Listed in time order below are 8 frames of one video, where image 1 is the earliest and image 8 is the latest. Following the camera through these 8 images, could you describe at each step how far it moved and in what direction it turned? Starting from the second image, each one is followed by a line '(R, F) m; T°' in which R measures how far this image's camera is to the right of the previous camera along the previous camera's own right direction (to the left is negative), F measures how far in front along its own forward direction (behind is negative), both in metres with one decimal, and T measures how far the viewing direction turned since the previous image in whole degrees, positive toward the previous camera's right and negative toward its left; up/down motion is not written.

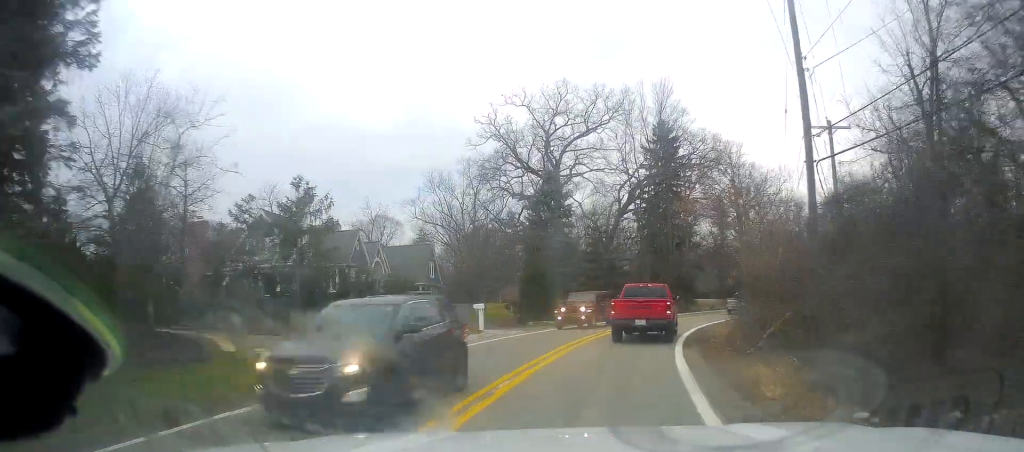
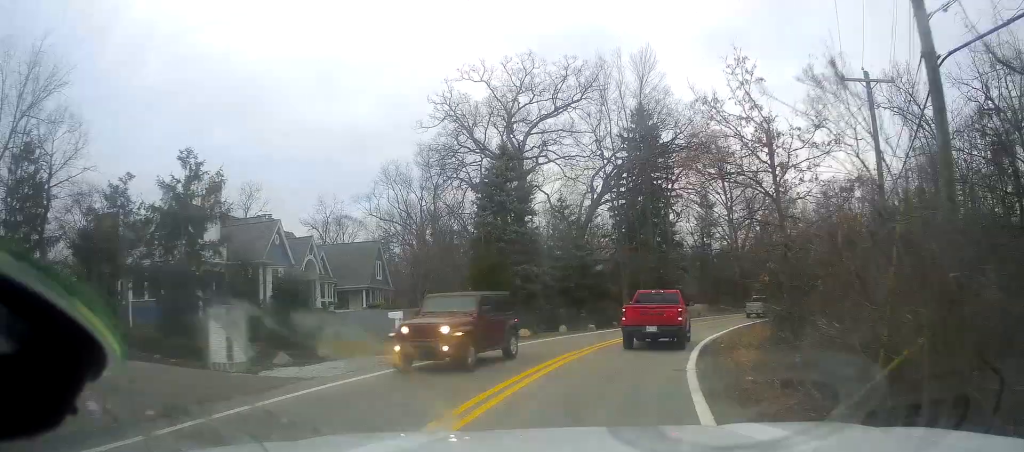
(0.0, +8.4) m; +2°
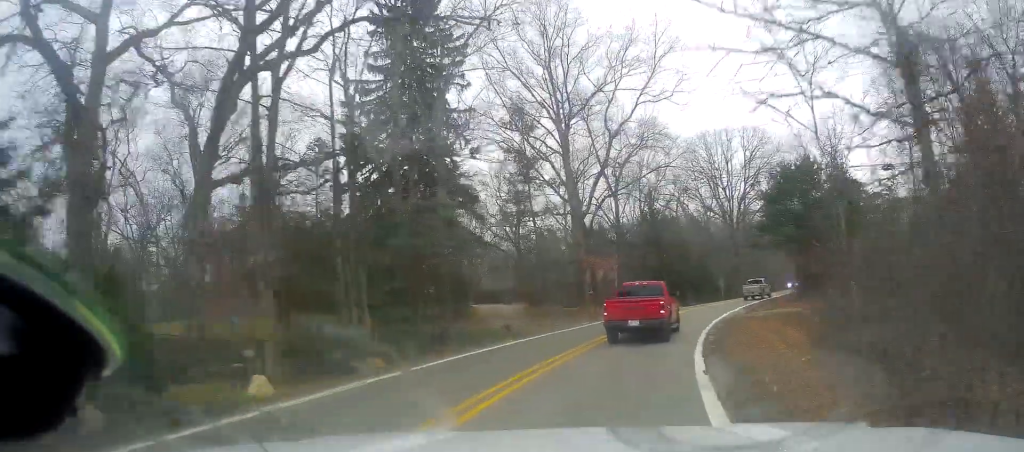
(+4.4, +32.9) m; +17°
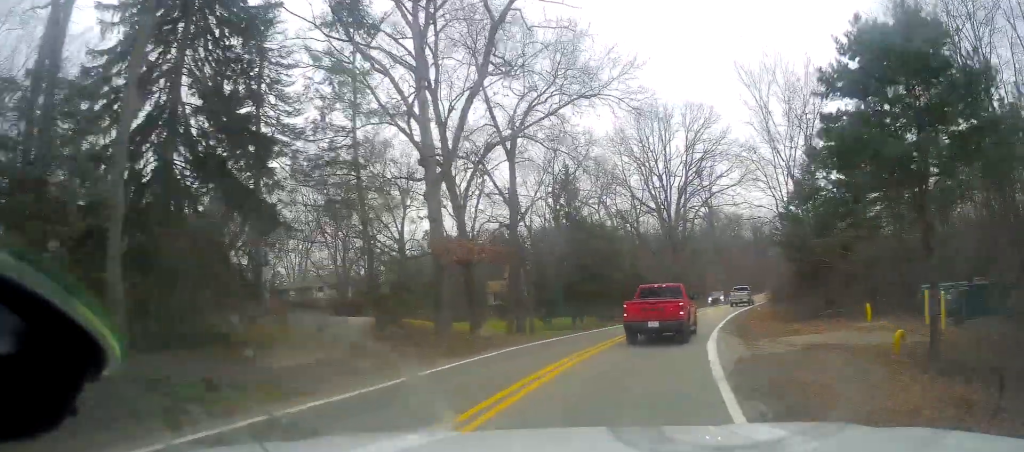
(+1.5, +17.3) m; +8°
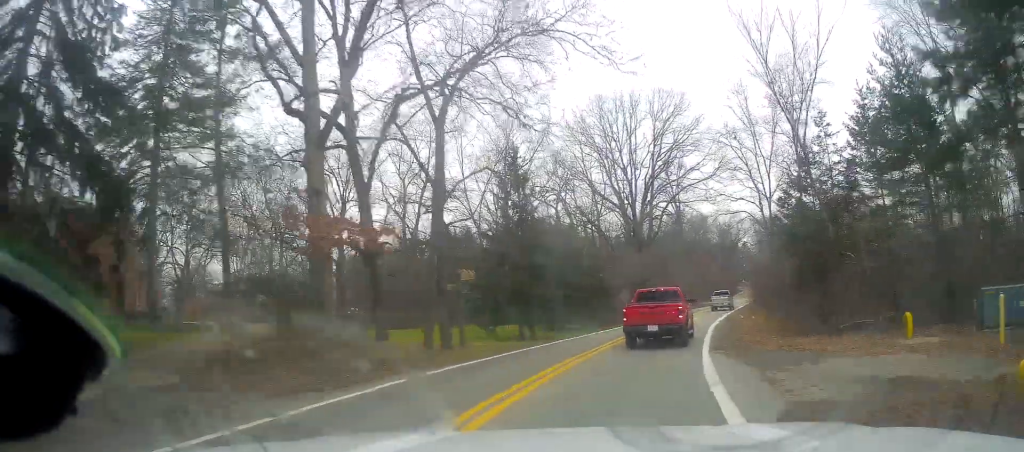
(+0.2, +6.7) m; +2°
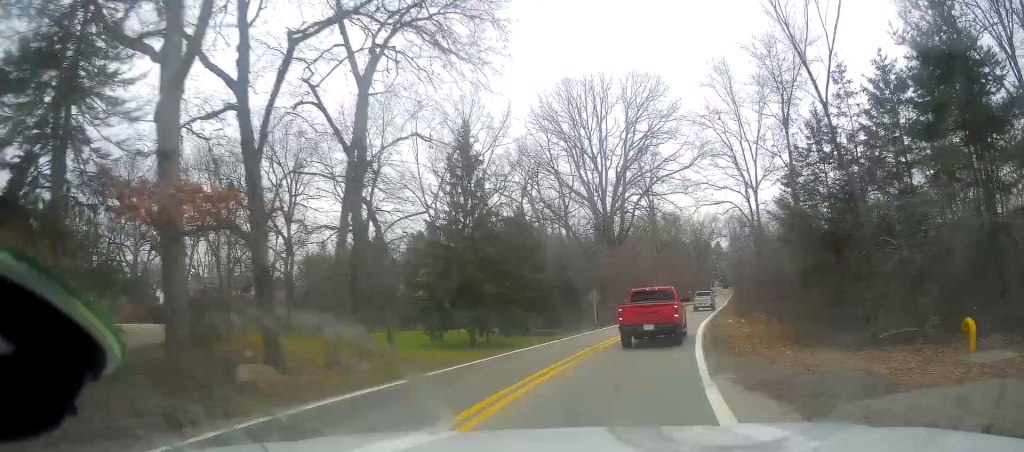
(-0.1, +5.2) m; +2°
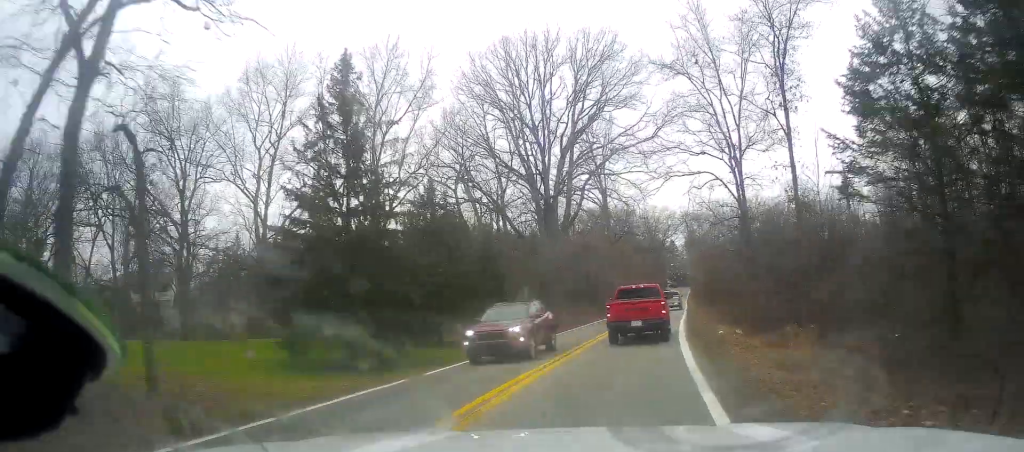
(+0.3, +10.0) m; +5°
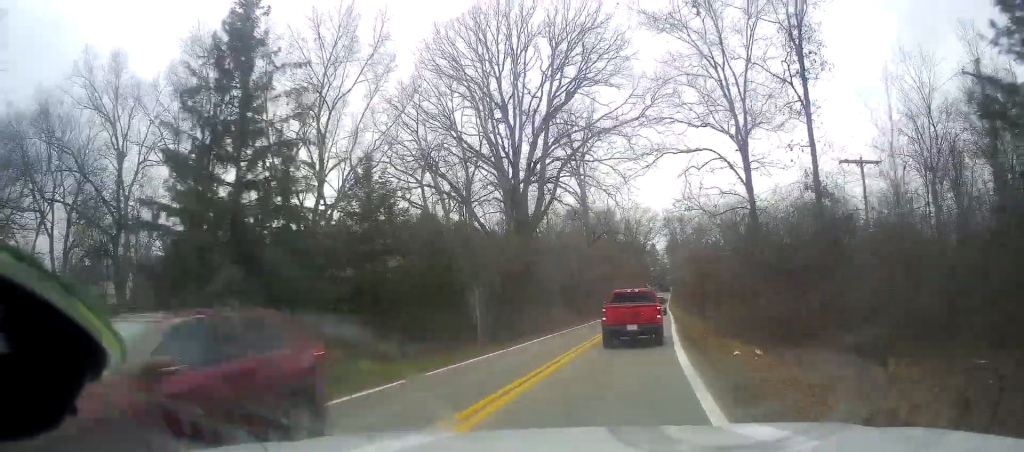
(+0.1, +6.0) m; +3°
